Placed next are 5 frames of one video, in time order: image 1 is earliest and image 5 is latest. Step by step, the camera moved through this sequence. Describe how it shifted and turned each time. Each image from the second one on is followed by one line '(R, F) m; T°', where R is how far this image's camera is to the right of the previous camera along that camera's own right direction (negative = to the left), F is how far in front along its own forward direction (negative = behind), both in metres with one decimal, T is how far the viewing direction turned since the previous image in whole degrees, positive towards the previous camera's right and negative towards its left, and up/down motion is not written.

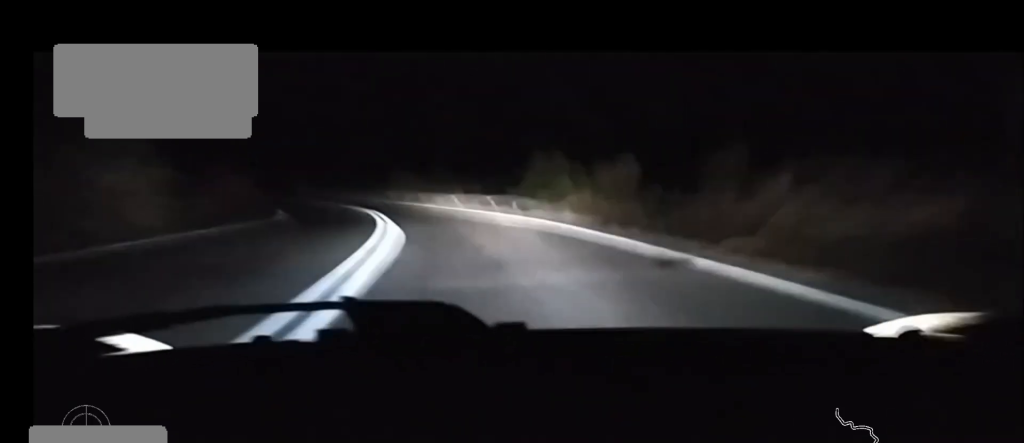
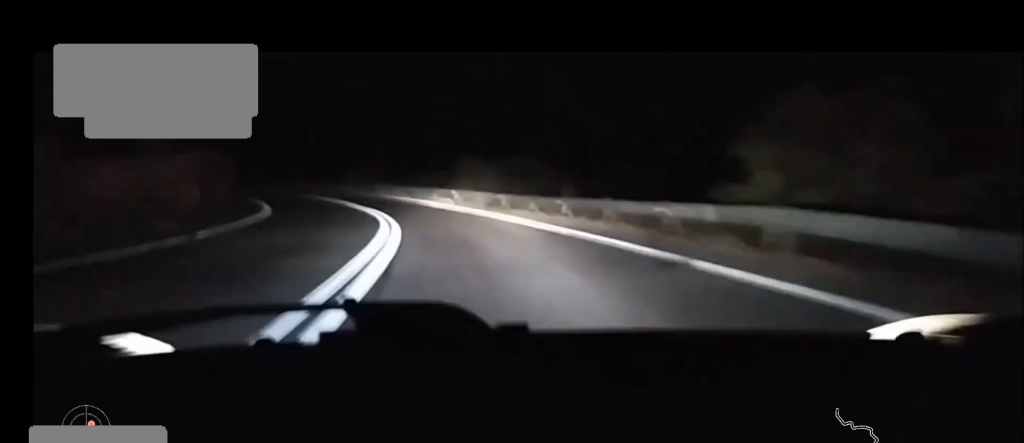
(-0.7, +19.0) m; -6°
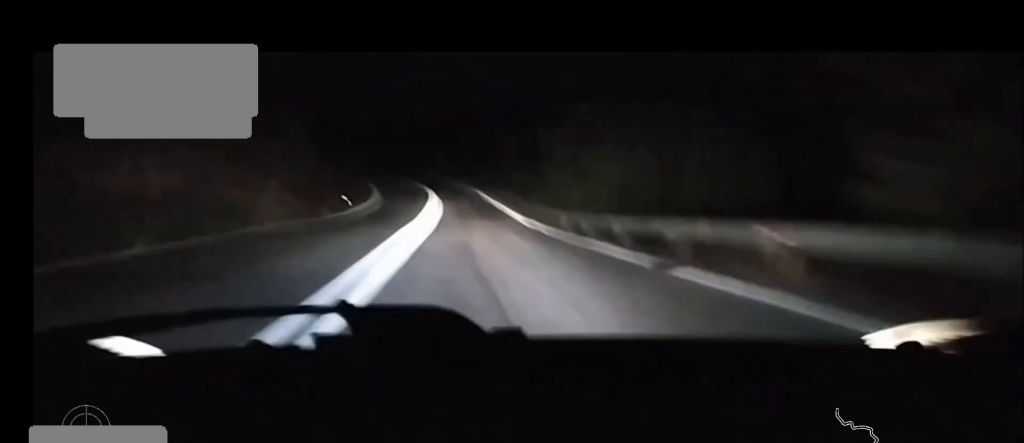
(-21.4, +80.3) m; -24°
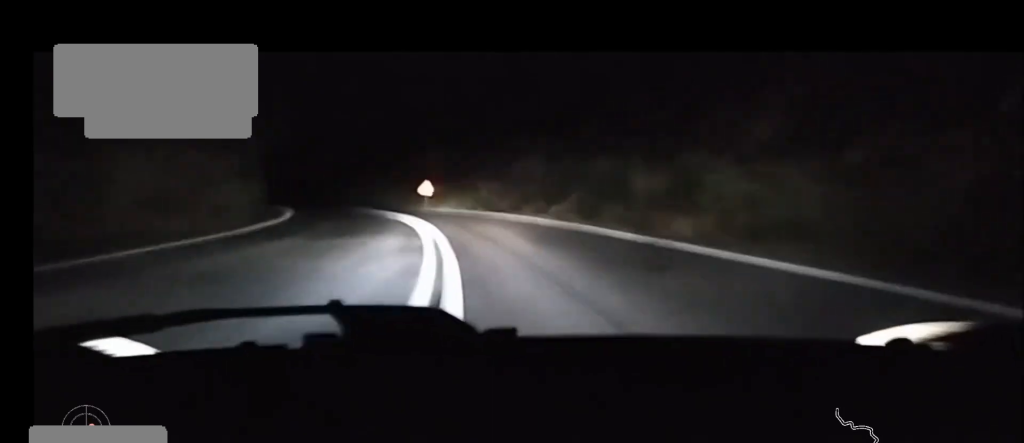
(-10.9, +92.1) m; -18°
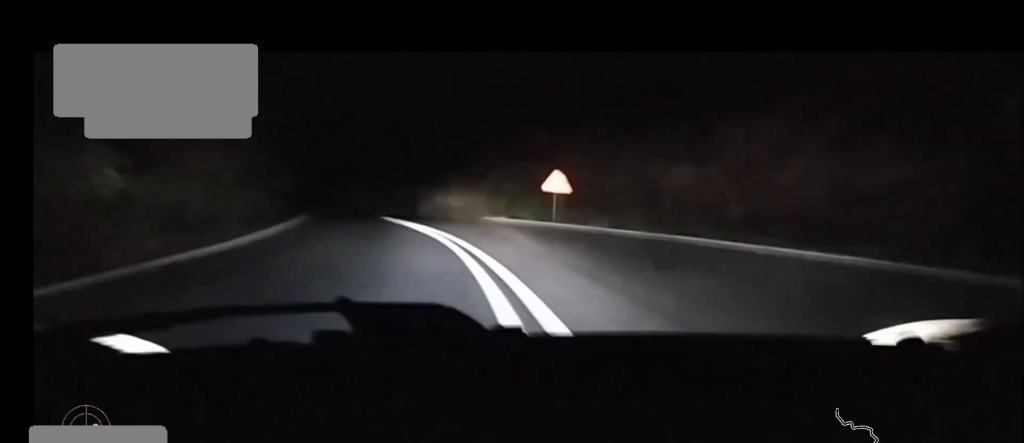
(-1.1, +23.9) m; -8°
